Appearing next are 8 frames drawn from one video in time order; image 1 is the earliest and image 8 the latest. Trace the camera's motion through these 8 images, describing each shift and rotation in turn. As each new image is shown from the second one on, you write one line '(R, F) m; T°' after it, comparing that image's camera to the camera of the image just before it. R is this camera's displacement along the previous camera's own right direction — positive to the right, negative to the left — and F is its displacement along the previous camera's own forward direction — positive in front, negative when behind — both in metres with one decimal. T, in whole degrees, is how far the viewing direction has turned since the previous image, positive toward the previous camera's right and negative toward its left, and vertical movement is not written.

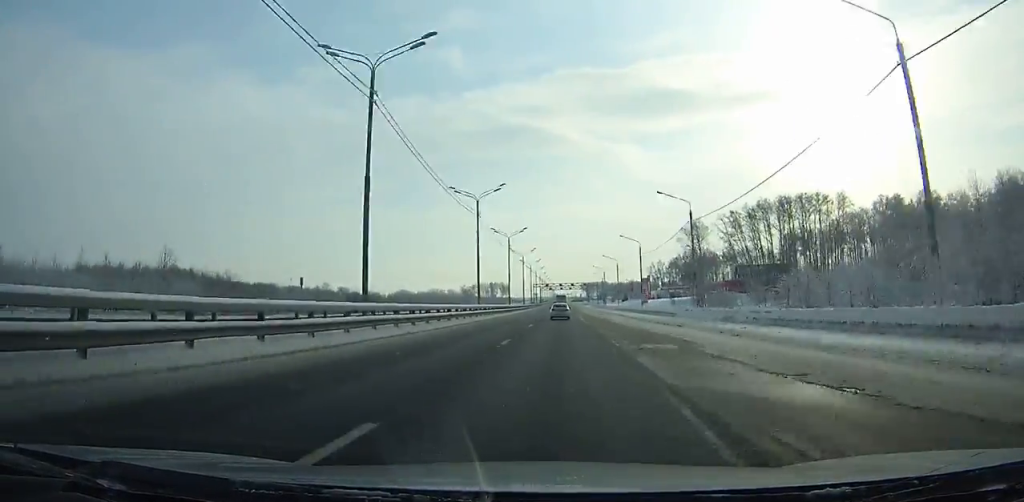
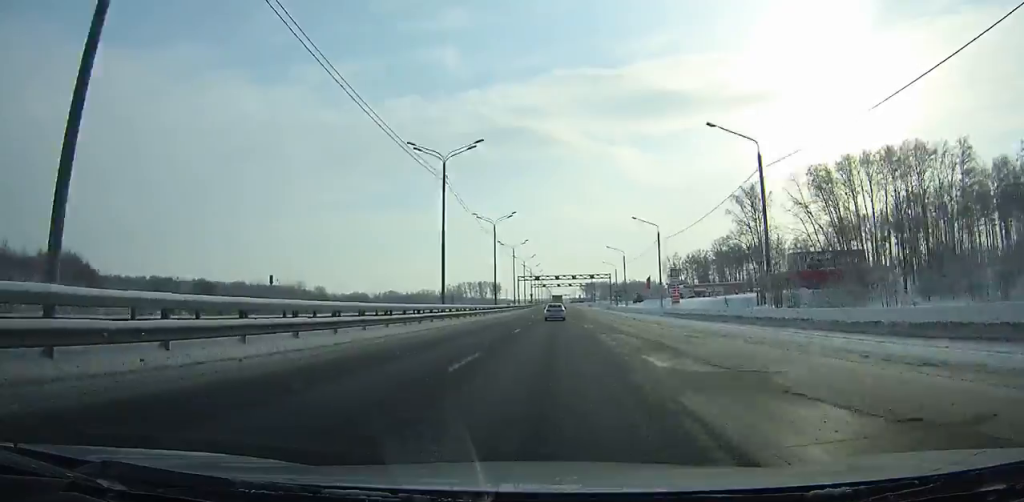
(0.0, +55.0) m; 0°
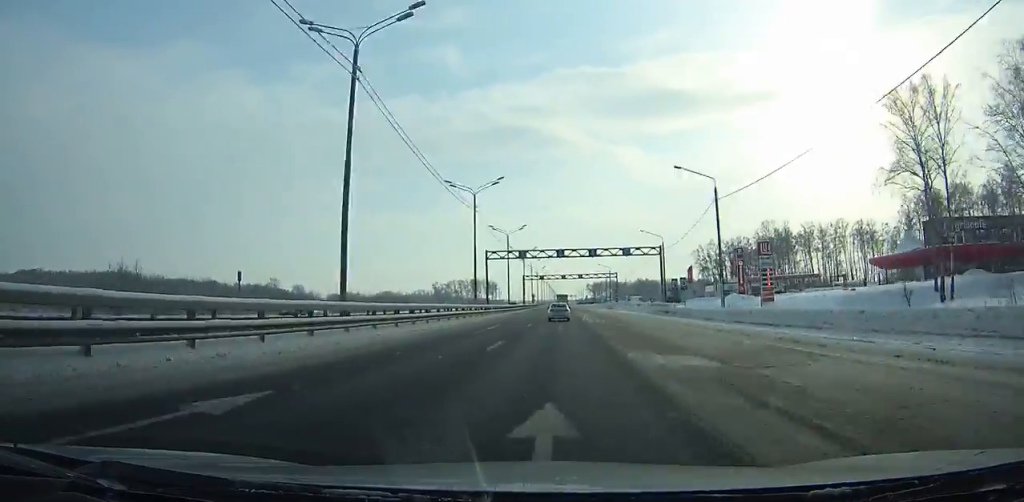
(-0.1, +59.2) m; 0°
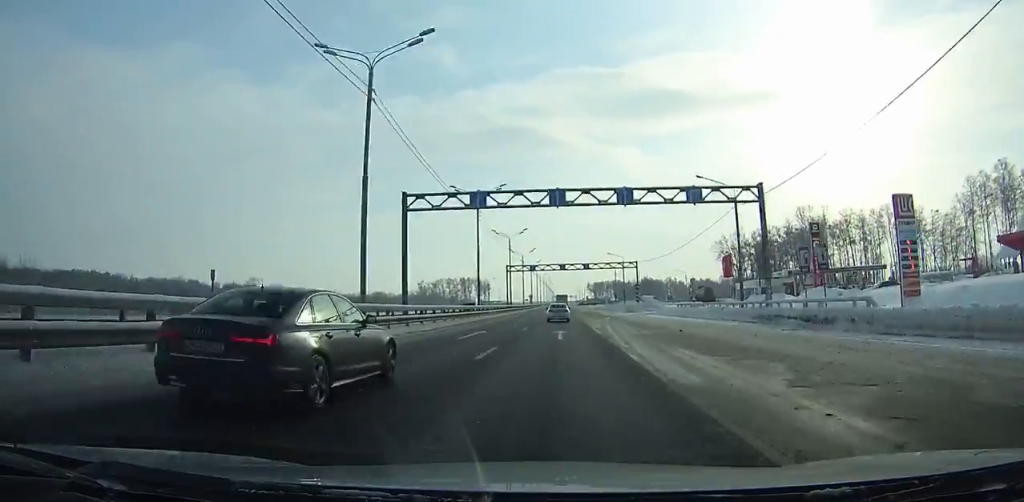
(0.0, +34.0) m; 0°
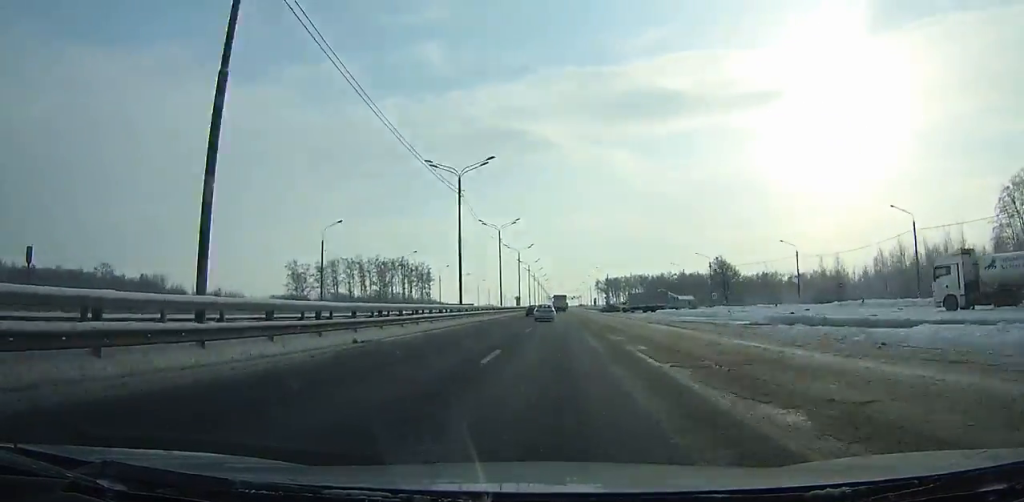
(-0.2, +160.9) m; 0°
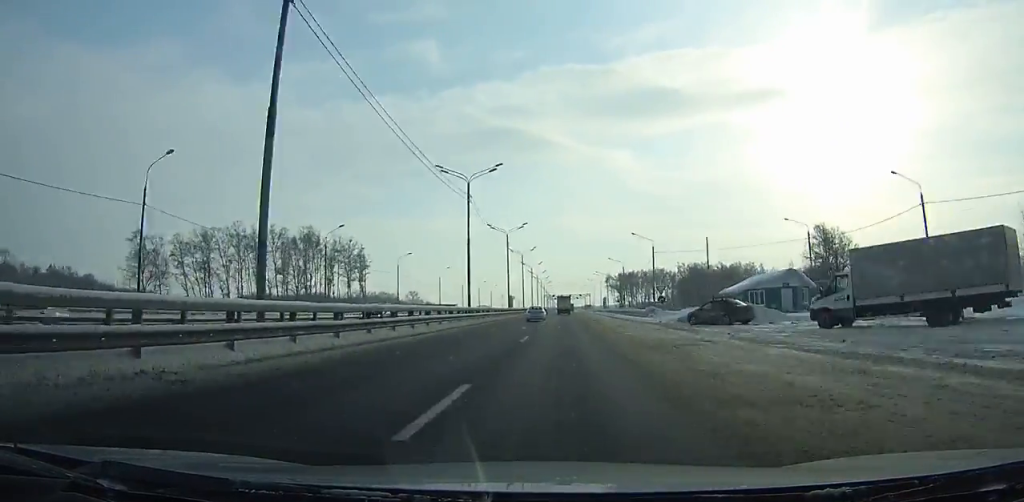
(+0.1, +71.9) m; 0°
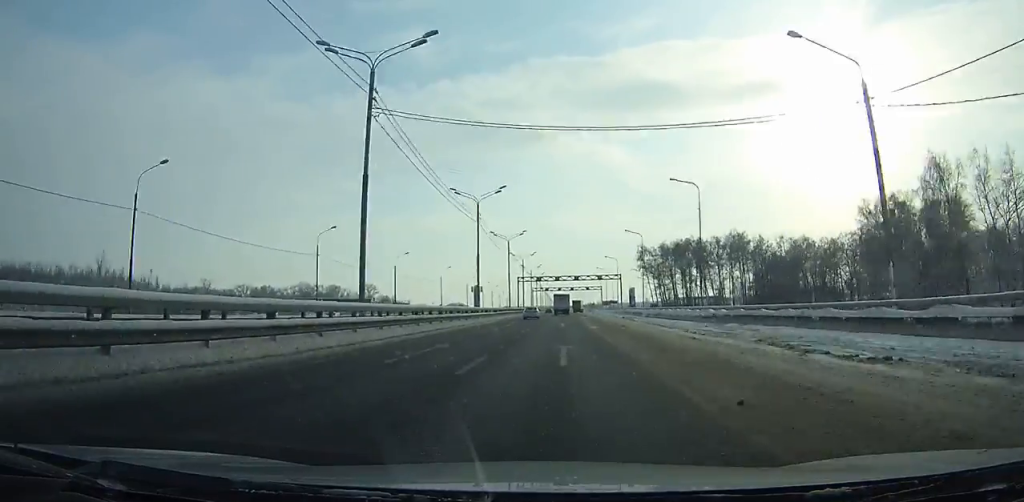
(+0.4, +137.7) m; 0°
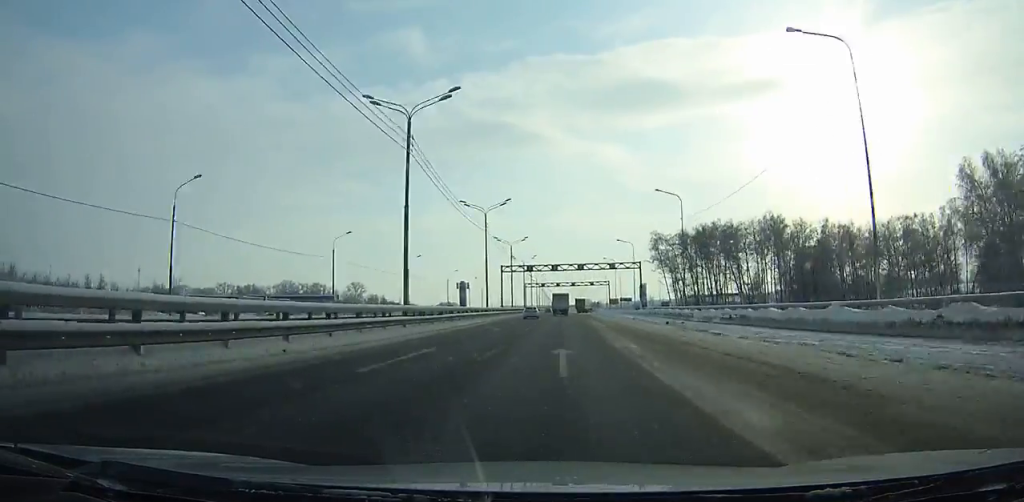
(0.0, +29.2) m; 0°
